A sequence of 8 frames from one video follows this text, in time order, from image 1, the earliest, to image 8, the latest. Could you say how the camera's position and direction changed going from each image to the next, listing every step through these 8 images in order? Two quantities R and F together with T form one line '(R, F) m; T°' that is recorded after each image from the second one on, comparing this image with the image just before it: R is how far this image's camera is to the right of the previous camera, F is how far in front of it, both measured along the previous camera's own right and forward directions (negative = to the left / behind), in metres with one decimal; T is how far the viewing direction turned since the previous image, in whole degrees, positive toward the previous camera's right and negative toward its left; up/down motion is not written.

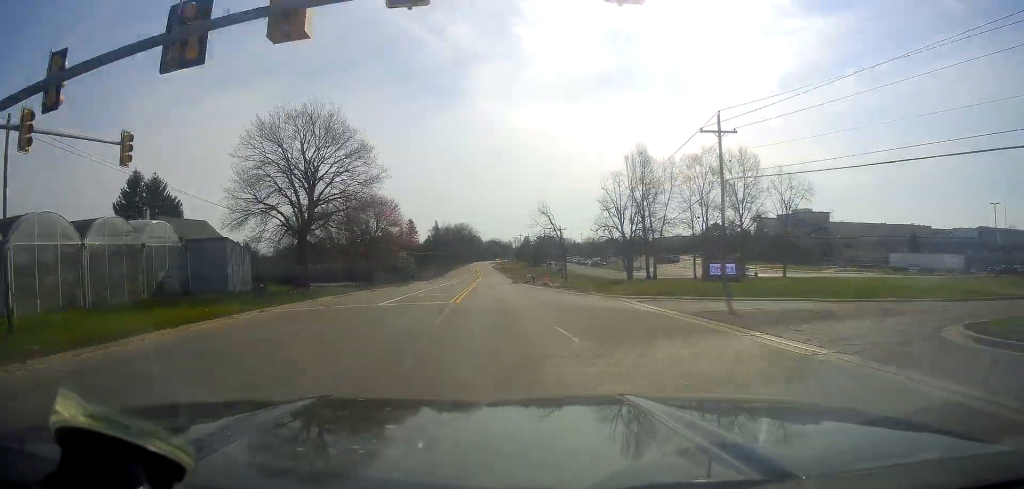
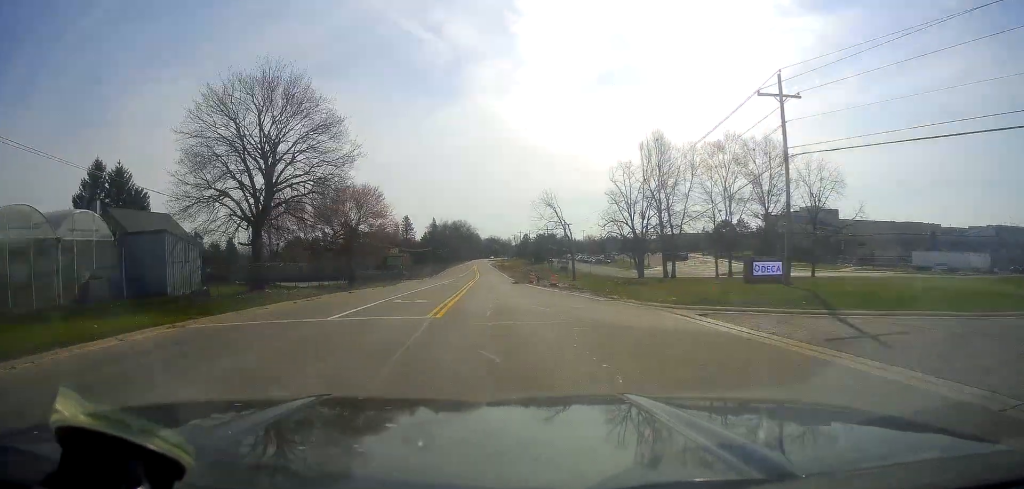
(0.0, +8.4) m; 0°
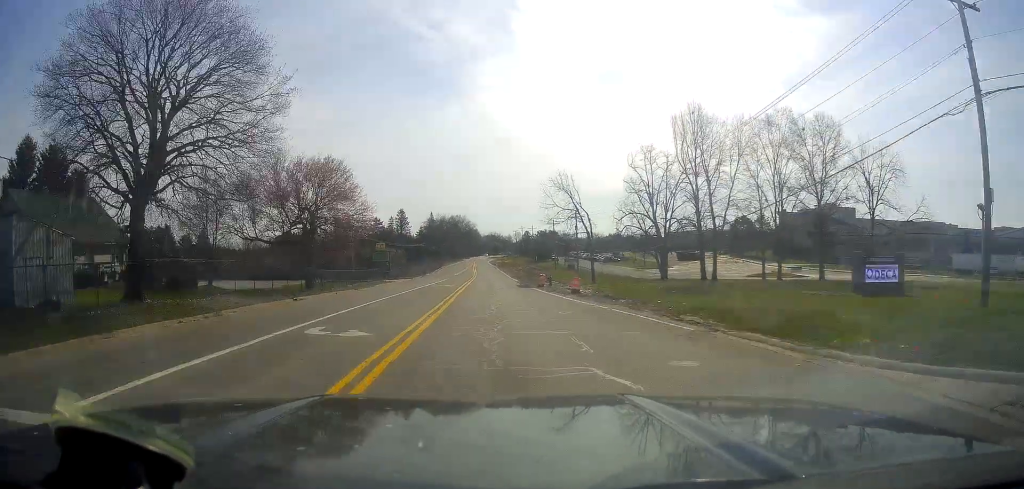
(+0.4, +13.0) m; 0°
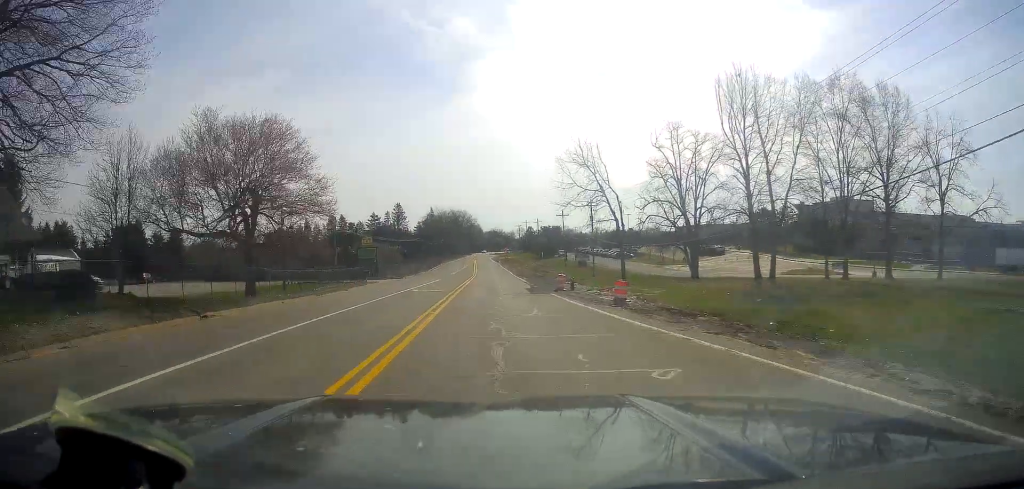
(-0.2, +11.8) m; -1°
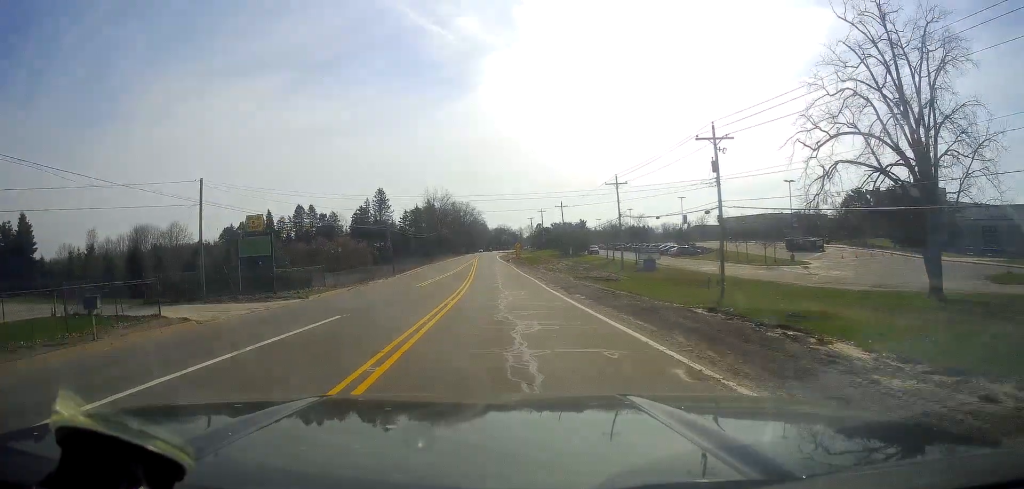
(-1.2, +41.1) m; 0°
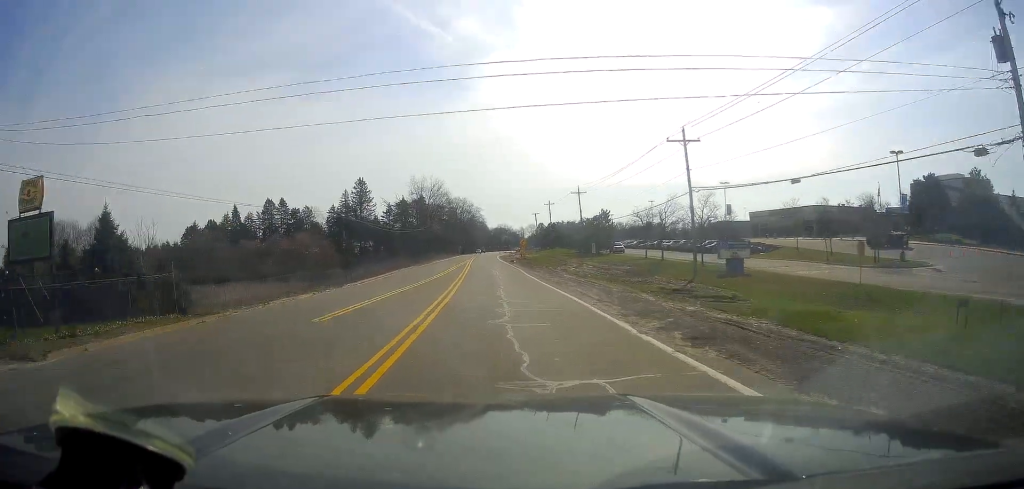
(+0.7, +22.9) m; +2°
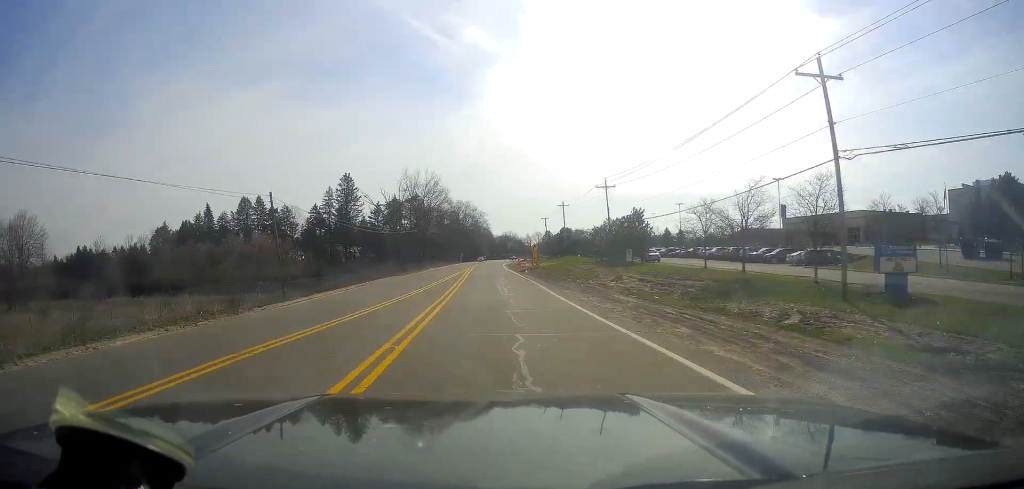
(-0.2, +17.8) m; -1°
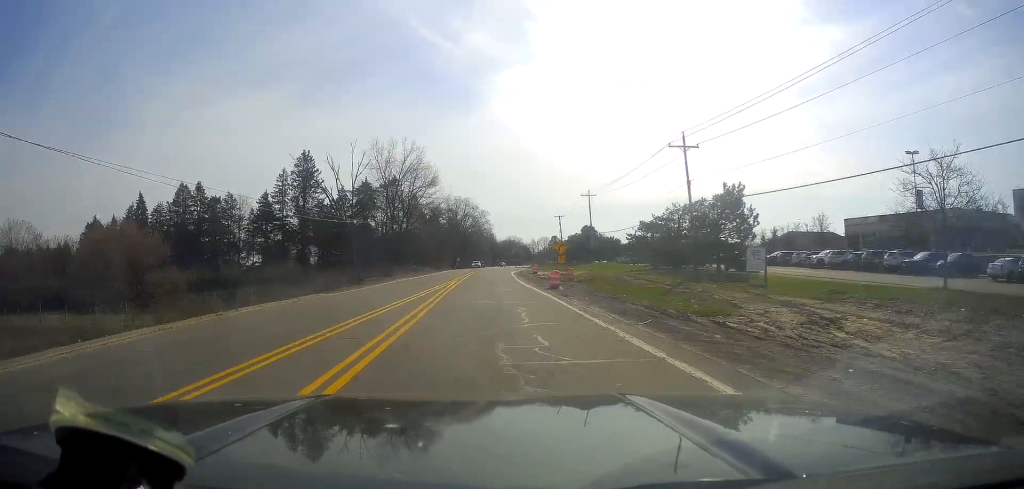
(-0.3, +28.8) m; -1°
